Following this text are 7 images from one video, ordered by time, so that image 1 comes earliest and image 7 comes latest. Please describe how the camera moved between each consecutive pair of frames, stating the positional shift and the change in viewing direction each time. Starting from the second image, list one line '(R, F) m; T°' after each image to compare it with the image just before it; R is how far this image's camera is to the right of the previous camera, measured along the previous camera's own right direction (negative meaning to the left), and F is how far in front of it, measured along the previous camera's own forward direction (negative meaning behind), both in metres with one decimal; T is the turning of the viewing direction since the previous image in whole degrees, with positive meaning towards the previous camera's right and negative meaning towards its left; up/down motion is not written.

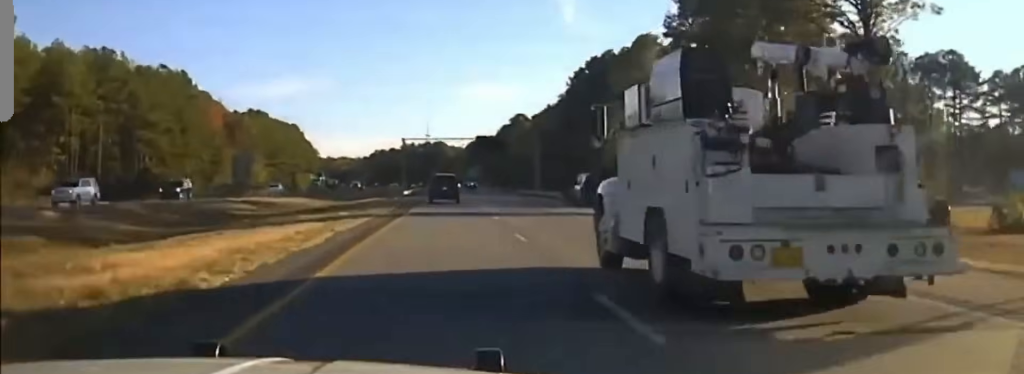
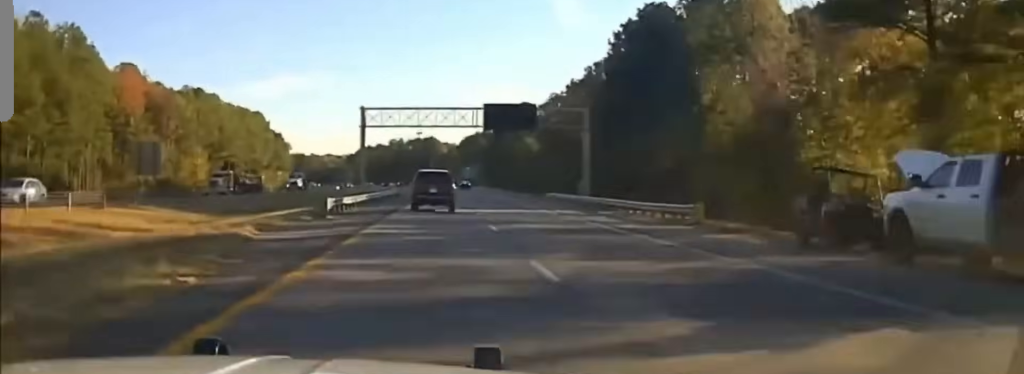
(+0.3, +43.7) m; 0°
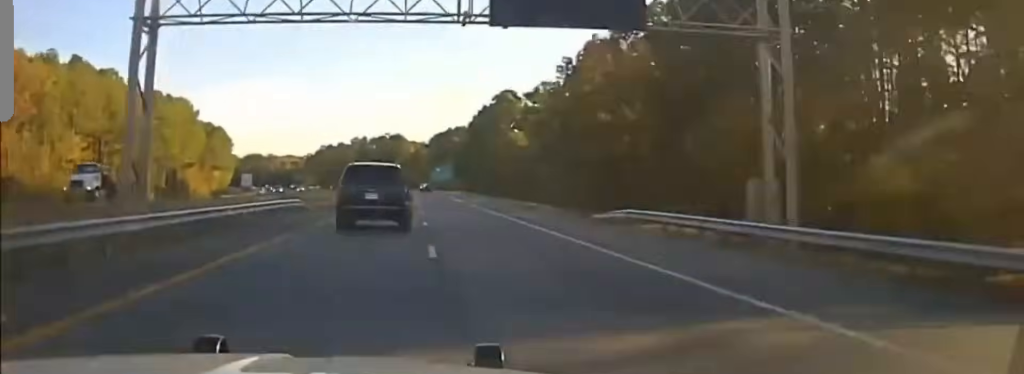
(-0.2, +42.7) m; 0°
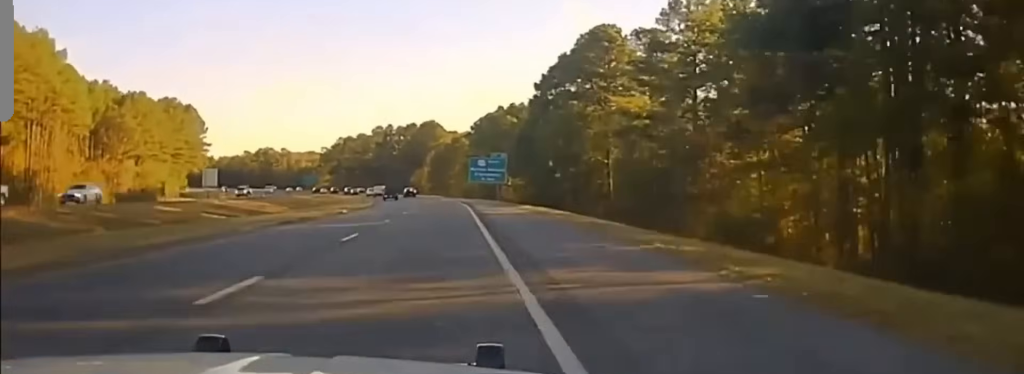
(-0.3, +91.9) m; 0°
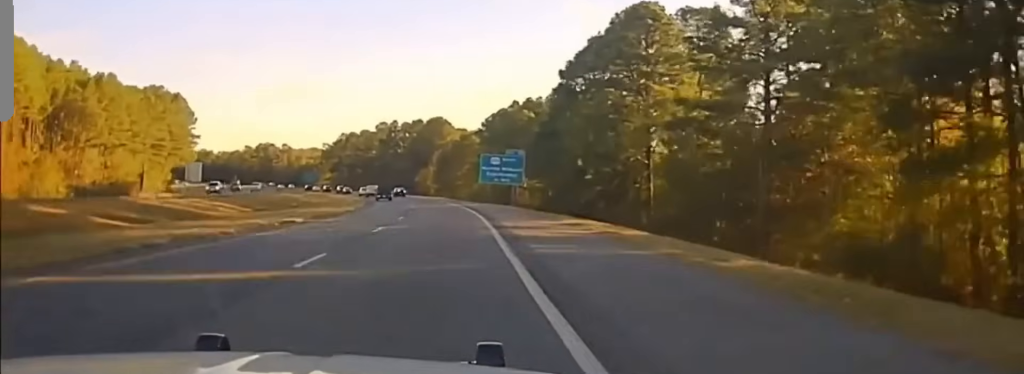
(0.0, +21.0) m; 0°
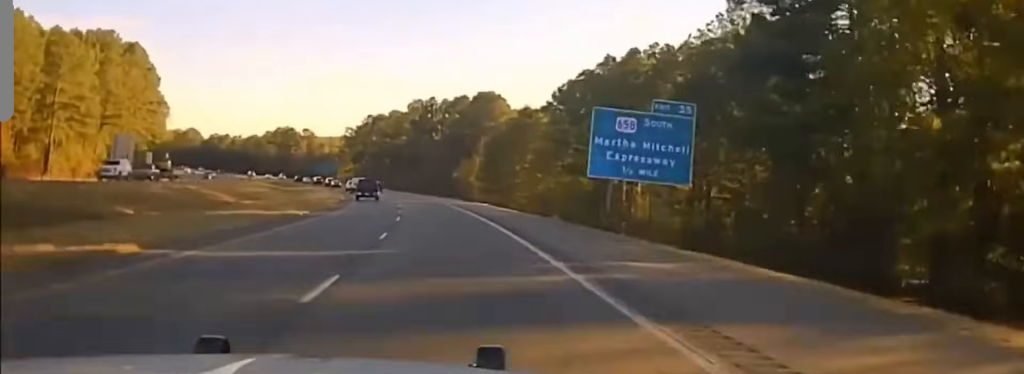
(0.0, +67.1) m; -2°
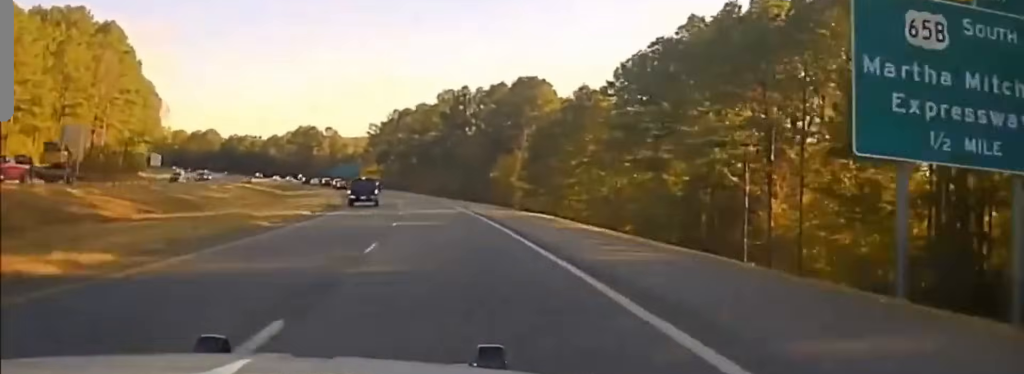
(+0.2, +29.0) m; -2°
